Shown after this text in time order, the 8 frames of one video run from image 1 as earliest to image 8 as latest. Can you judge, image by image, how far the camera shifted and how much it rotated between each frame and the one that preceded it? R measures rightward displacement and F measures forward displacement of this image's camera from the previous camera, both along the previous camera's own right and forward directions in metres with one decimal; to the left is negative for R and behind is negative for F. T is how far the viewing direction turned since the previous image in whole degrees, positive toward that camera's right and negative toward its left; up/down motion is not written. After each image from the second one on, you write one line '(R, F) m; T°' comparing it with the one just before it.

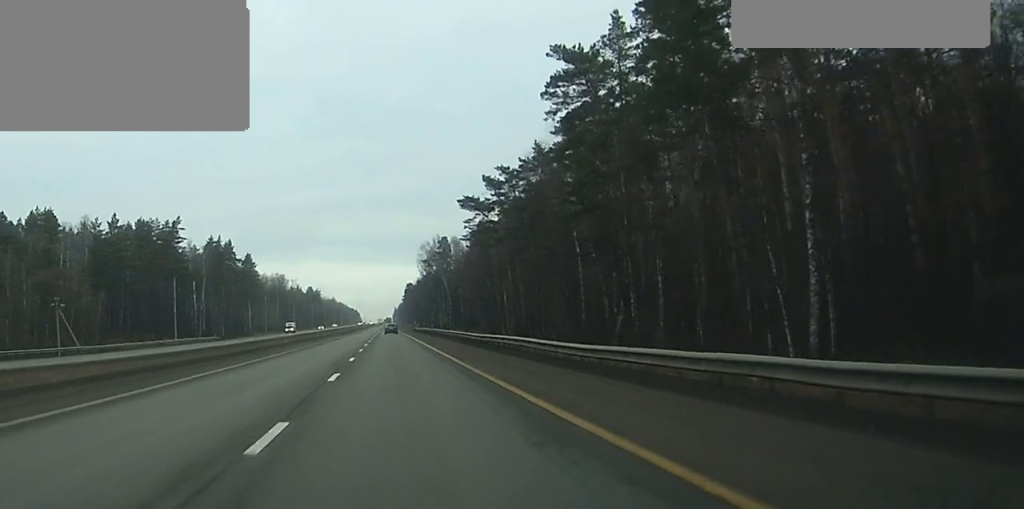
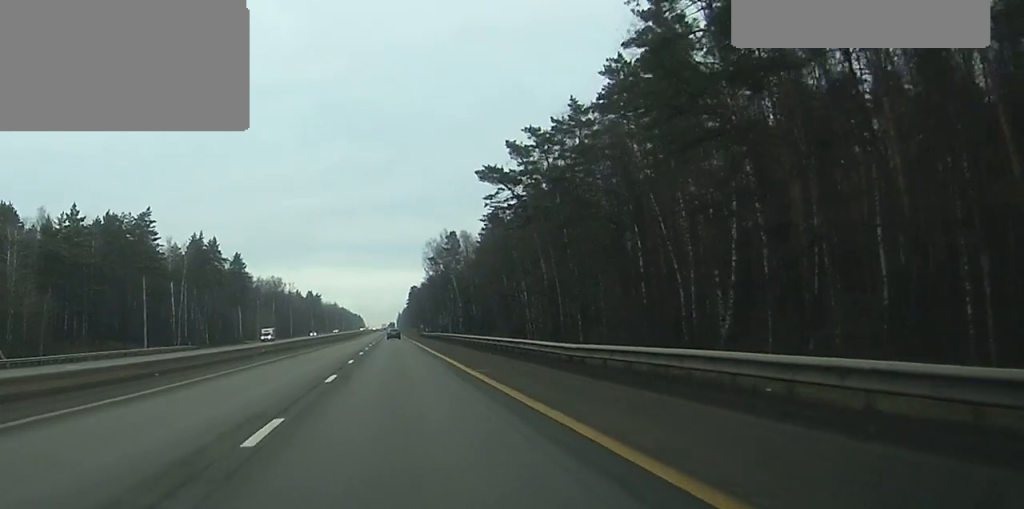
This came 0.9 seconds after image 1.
(0.0, +22.7) m; 0°
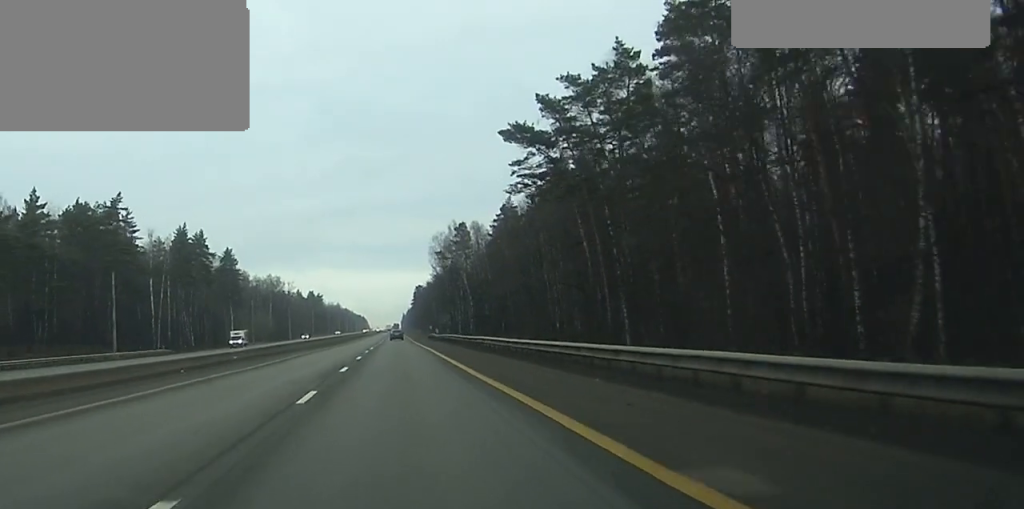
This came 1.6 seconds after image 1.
(-0.1, +18.6) m; 0°
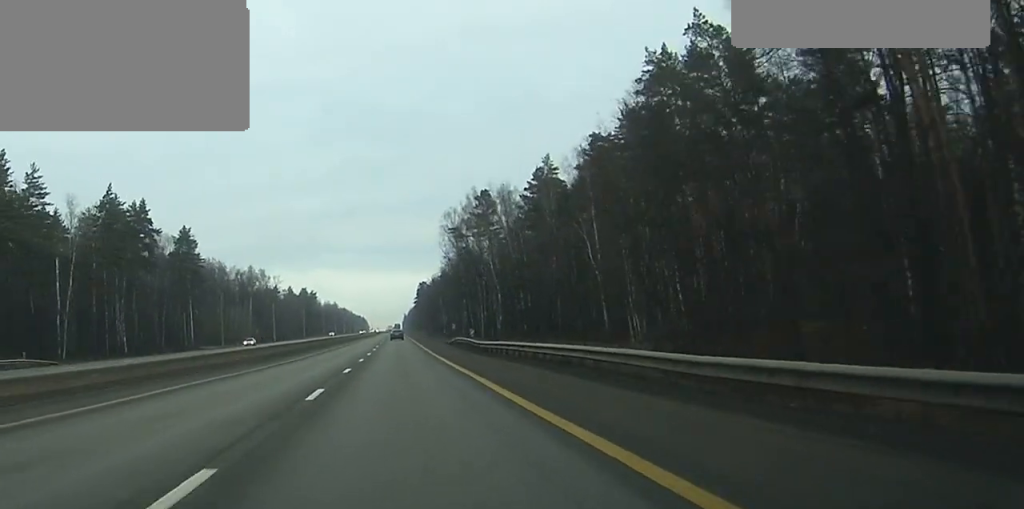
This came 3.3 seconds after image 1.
(-0.2, +47.5) m; 0°
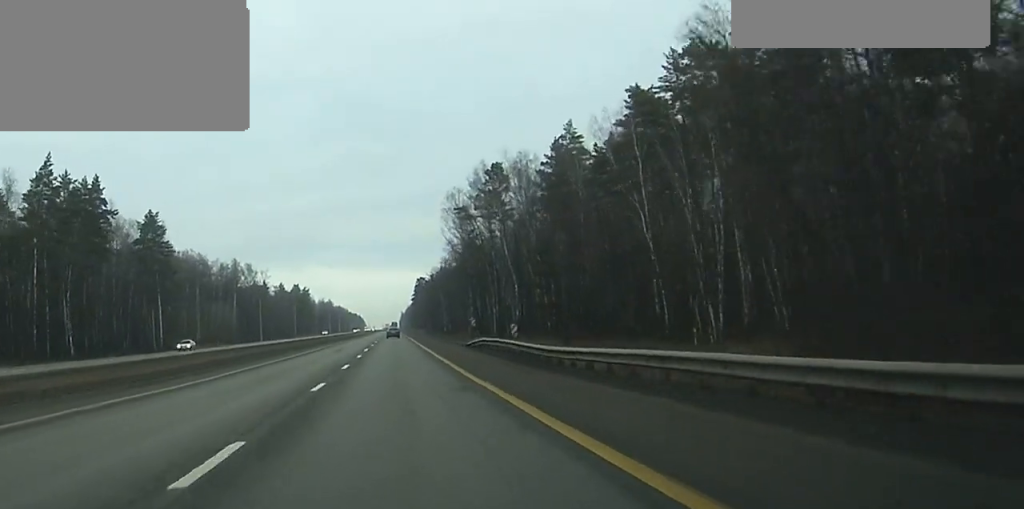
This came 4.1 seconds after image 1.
(0.0, +21.8) m; 0°
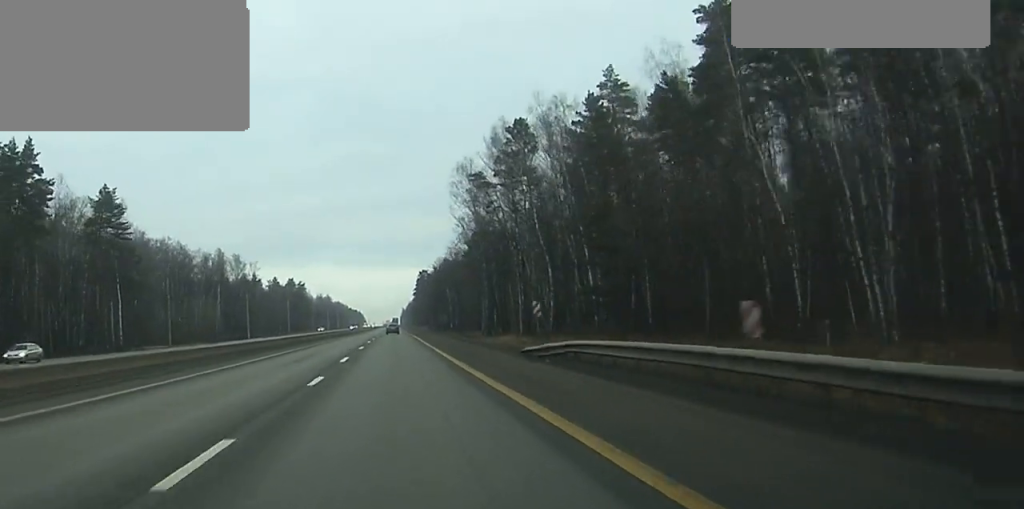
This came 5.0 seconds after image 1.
(0.0, +24.7) m; 0°
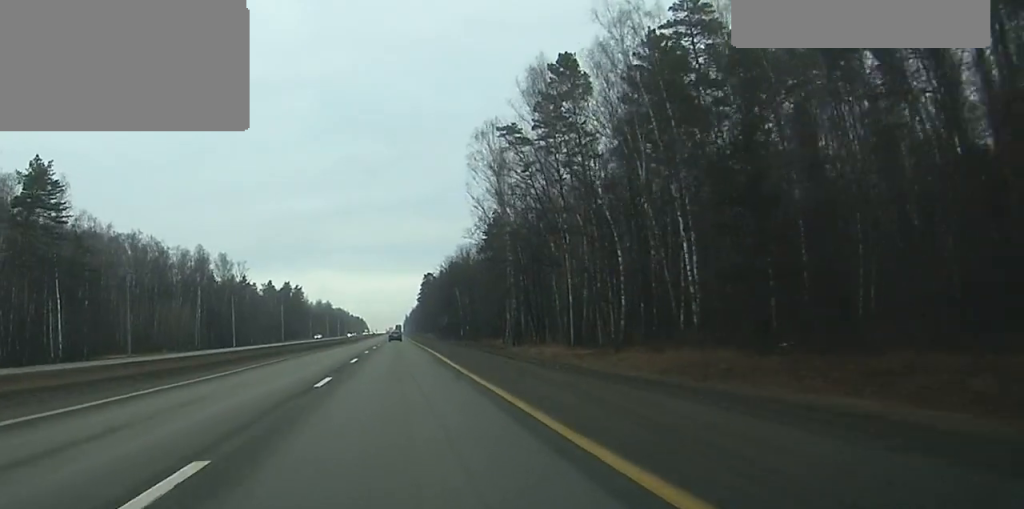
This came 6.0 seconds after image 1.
(0.0, +27.6) m; 0°
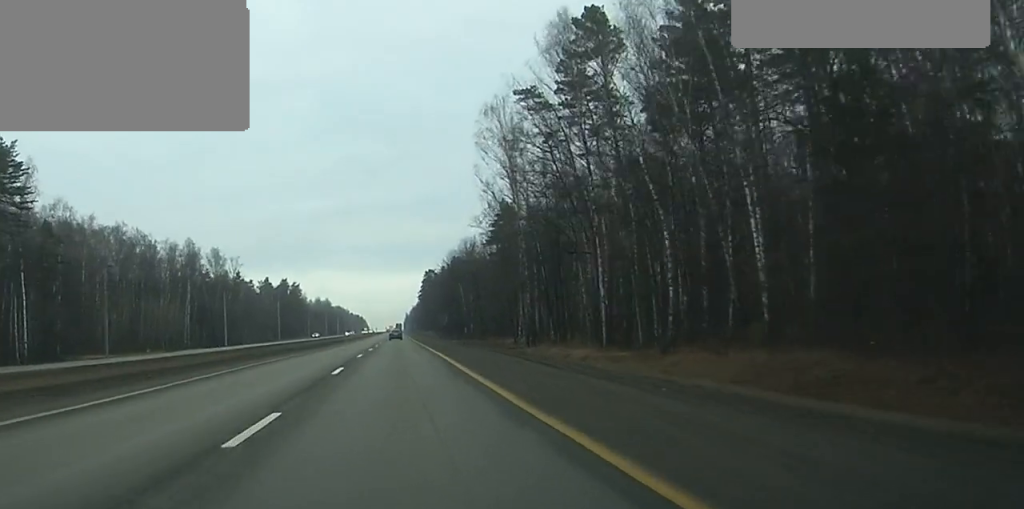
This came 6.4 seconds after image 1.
(-0.1, +11.1) m; 0°
